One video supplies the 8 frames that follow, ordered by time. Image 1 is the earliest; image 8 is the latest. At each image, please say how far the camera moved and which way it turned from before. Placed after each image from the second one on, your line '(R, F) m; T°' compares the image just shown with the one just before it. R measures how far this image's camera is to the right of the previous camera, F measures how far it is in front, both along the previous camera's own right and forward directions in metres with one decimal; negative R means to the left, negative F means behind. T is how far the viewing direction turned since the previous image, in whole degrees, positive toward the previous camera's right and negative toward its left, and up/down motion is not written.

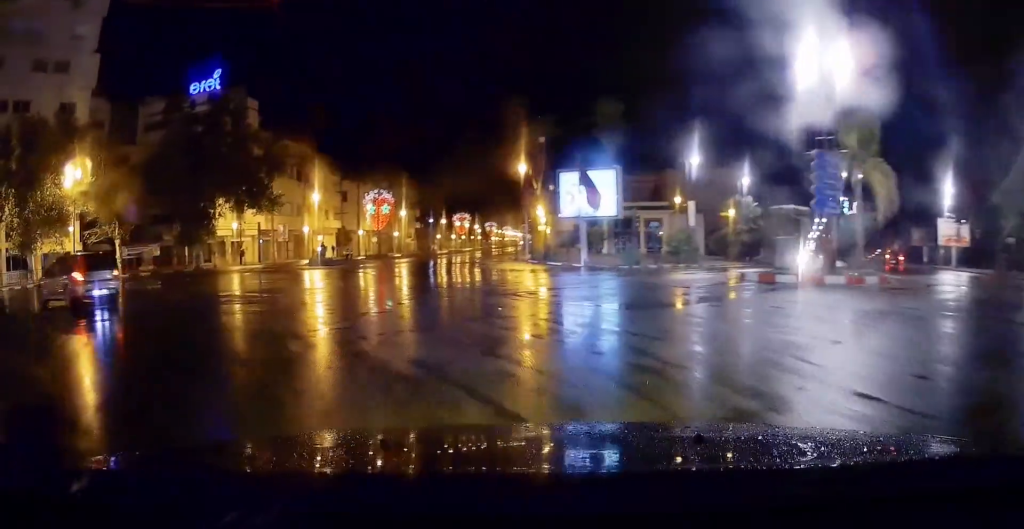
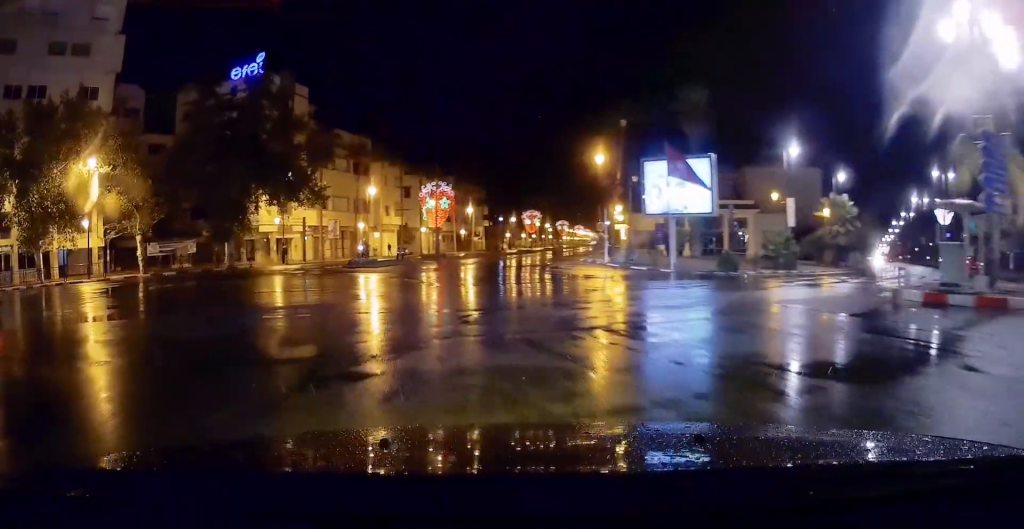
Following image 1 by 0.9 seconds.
(-0.3, +5.8) m; -5°
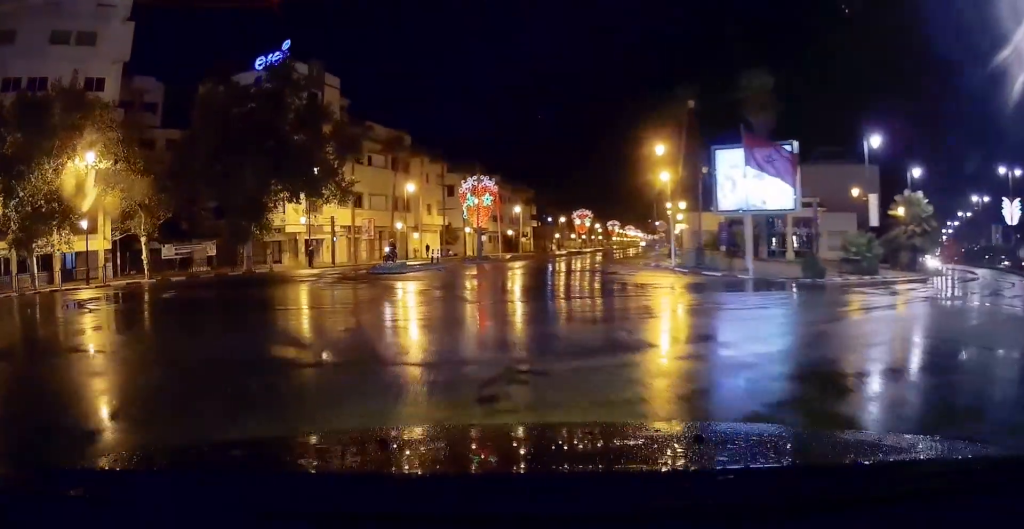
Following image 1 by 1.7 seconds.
(-0.2, +4.7) m; -2°
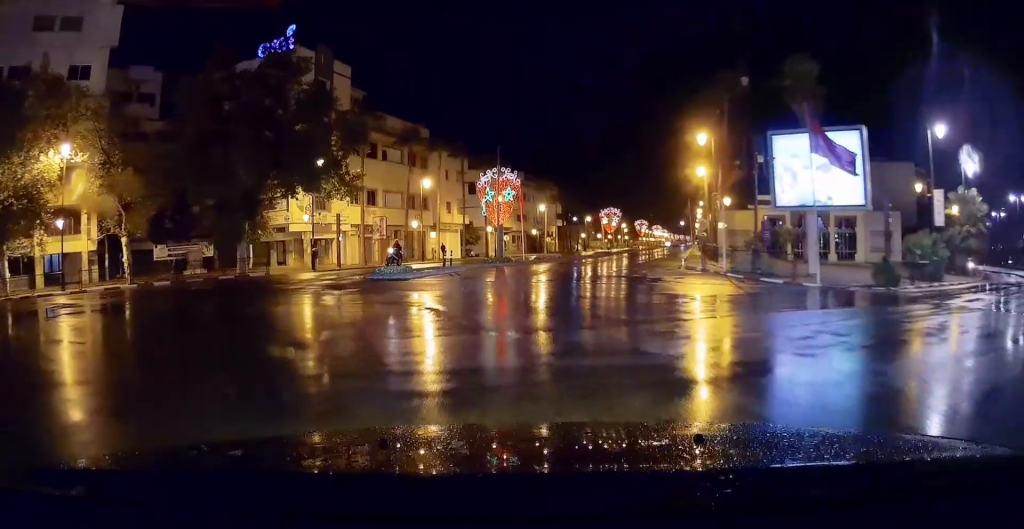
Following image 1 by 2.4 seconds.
(-0.1, +4.2) m; -1°
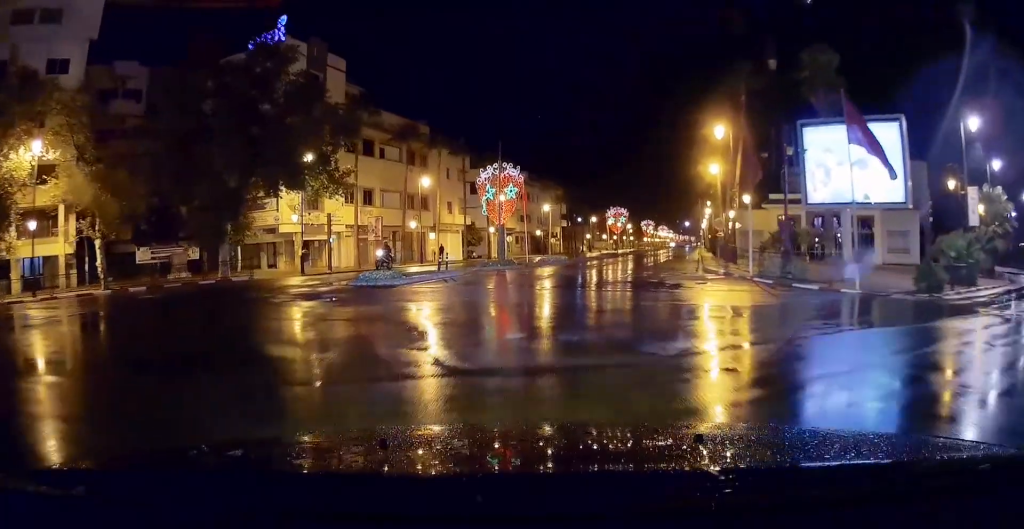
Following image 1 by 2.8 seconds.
(0.0, +2.6) m; 0°
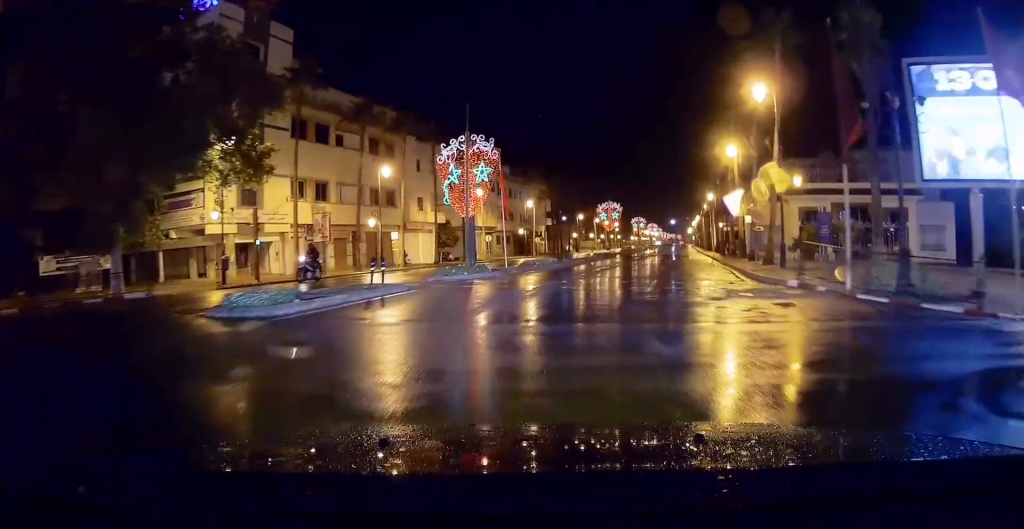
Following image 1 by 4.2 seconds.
(+0.1, +8.2) m; 0°
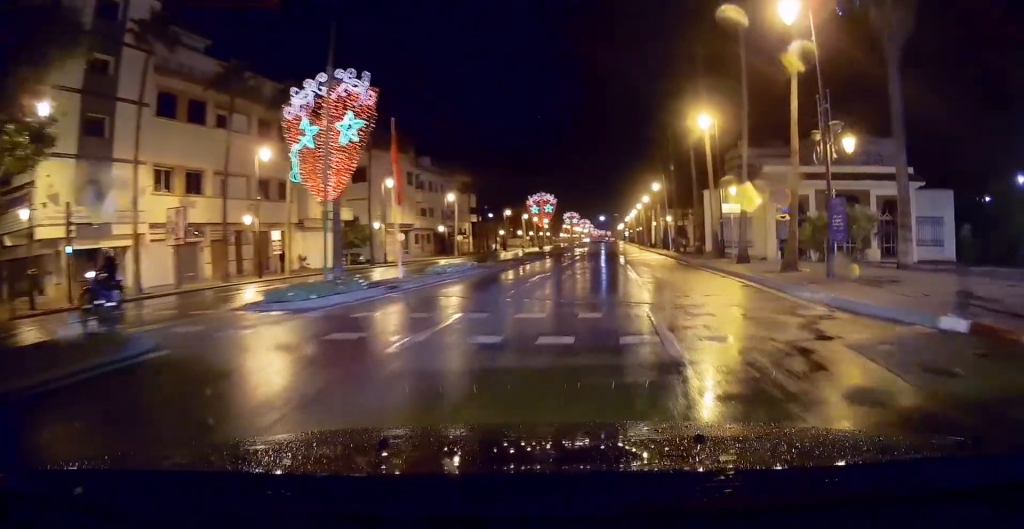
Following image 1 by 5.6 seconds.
(-0.1, +9.1) m; -1°
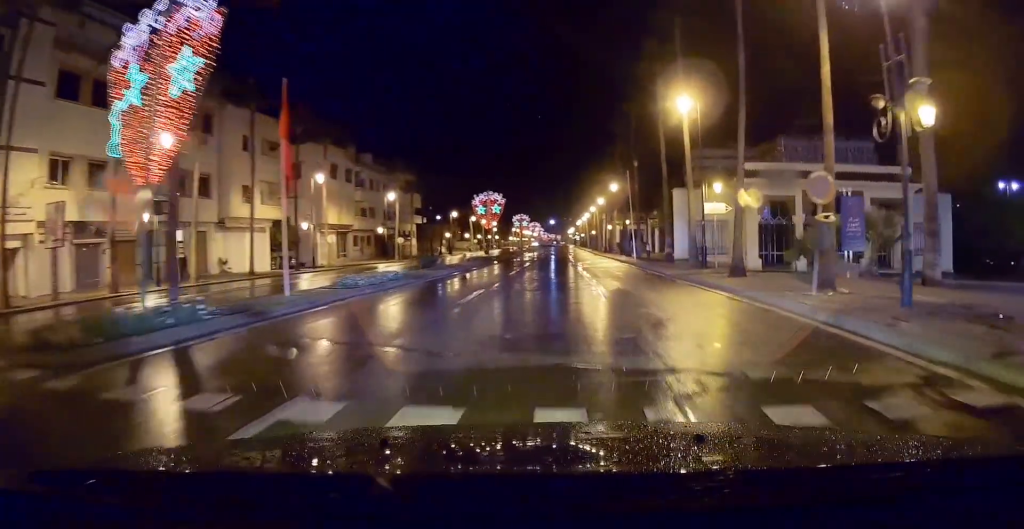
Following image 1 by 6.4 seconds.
(0.0, +5.4) m; +2°
